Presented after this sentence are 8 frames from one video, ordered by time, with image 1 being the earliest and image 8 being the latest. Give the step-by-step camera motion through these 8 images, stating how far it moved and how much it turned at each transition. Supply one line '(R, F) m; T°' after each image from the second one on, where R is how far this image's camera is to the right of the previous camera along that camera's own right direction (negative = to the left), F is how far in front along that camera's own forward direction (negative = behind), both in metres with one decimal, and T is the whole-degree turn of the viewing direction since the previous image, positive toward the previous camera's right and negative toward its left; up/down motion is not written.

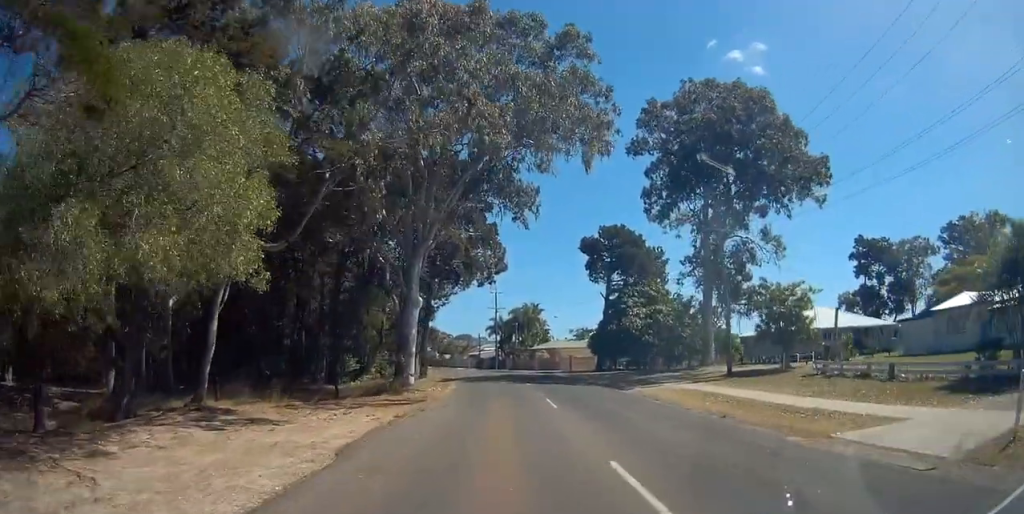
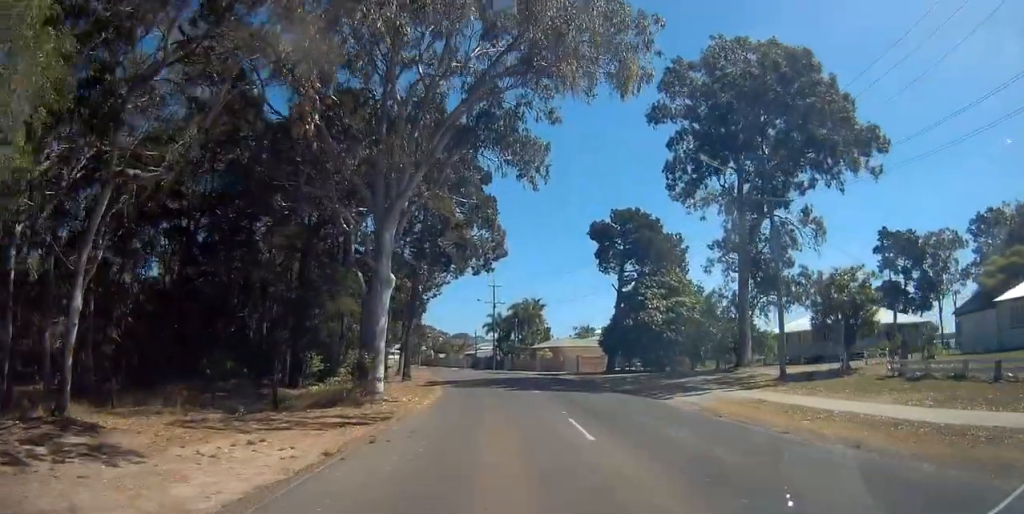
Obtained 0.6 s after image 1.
(-0.1, +6.7) m; 0°
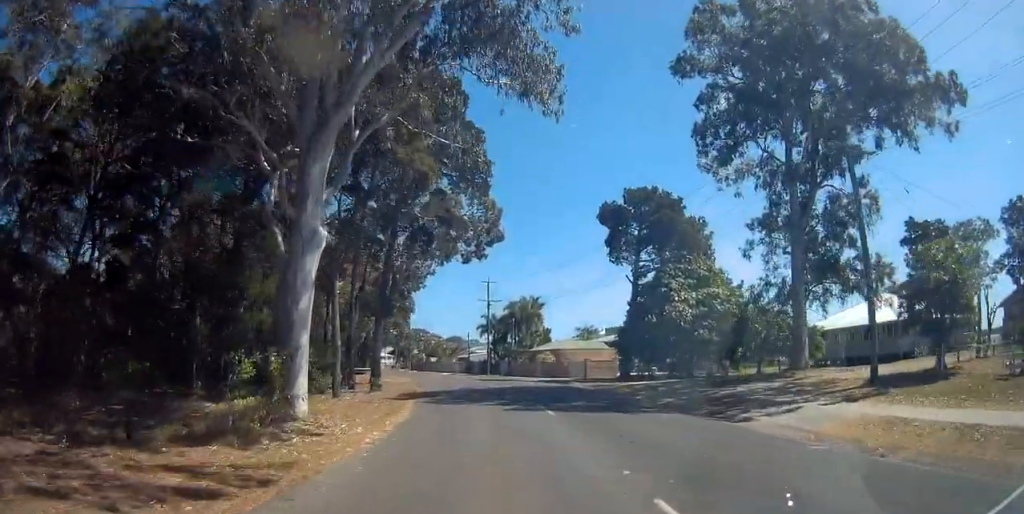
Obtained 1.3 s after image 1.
(+0.1, +7.6) m; 0°
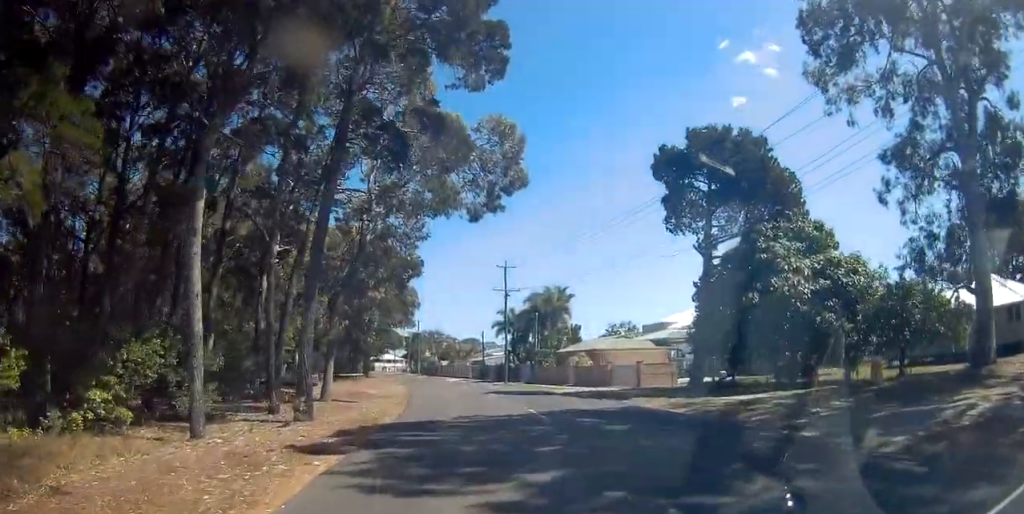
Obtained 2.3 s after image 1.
(+0.1, +12.3) m; -2°
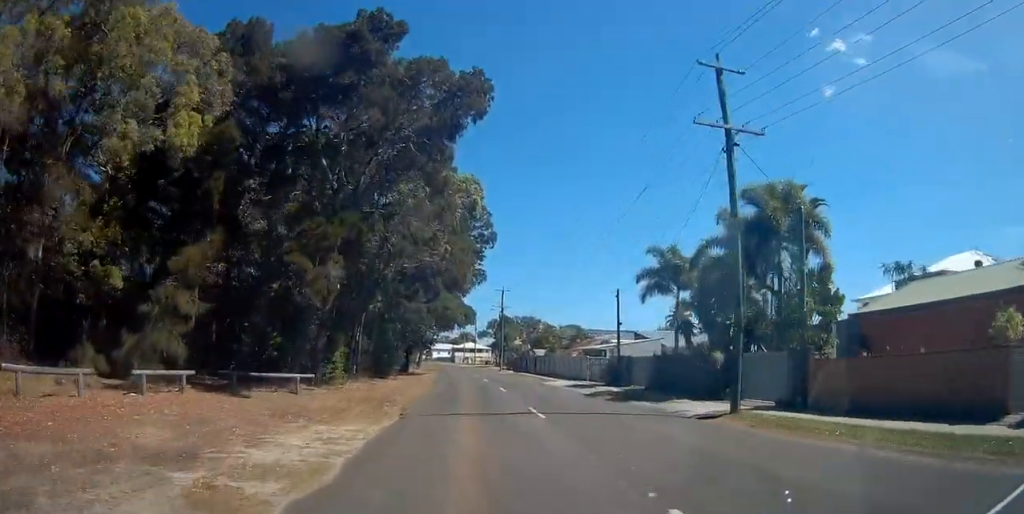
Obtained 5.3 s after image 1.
(-4.8, +36.4) m; -11°
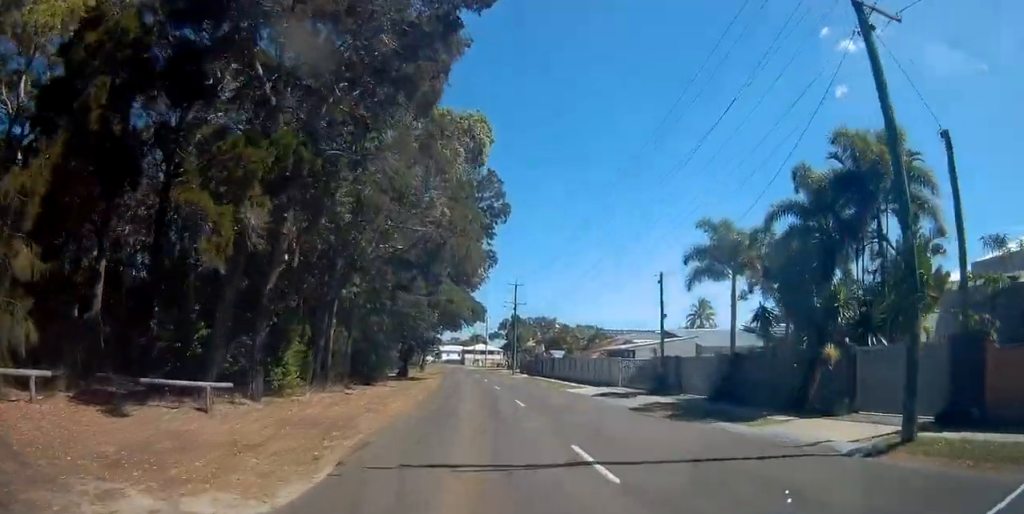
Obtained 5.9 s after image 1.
(0.0, +7.9) m; 0°
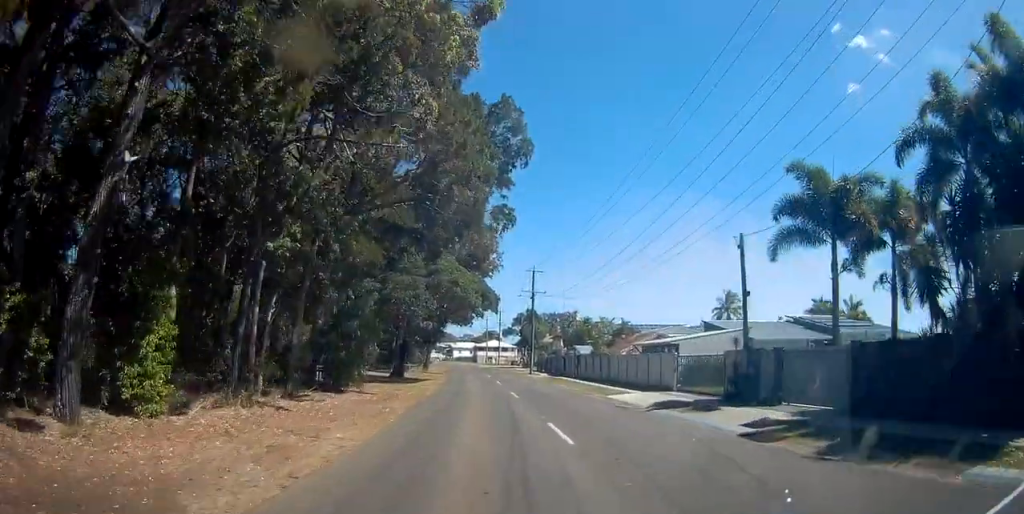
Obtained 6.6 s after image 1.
(+0.1, +9.3) m; -2°
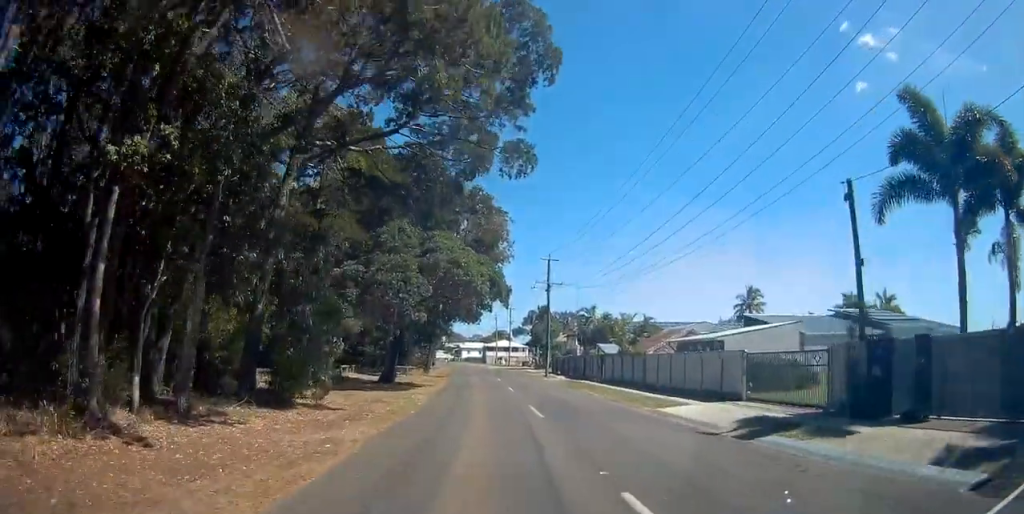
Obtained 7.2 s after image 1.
(-0.1, +7.2) m; -1°
